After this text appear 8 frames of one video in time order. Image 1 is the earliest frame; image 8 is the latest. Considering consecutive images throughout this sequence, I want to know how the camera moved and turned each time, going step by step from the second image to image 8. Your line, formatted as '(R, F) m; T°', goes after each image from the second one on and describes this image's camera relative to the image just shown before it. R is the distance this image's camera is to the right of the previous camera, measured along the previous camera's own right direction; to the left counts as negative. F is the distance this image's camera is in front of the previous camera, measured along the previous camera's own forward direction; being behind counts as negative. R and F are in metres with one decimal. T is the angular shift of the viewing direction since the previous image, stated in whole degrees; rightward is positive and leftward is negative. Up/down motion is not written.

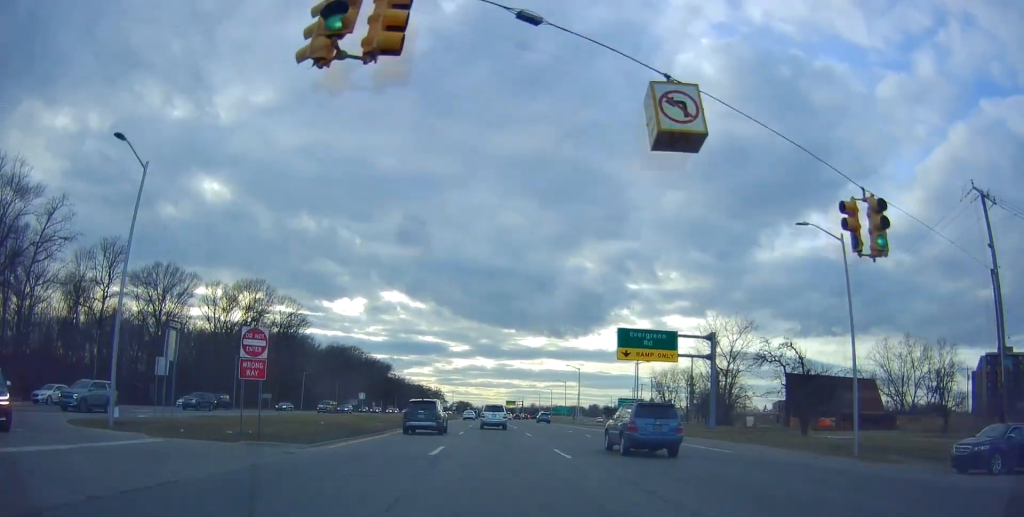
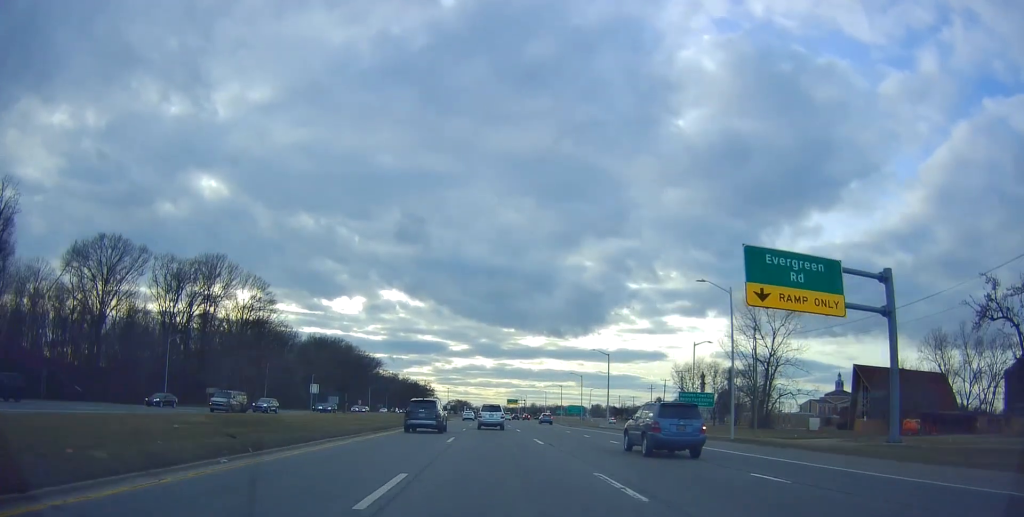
(+0.4, +23.4) m; 0°
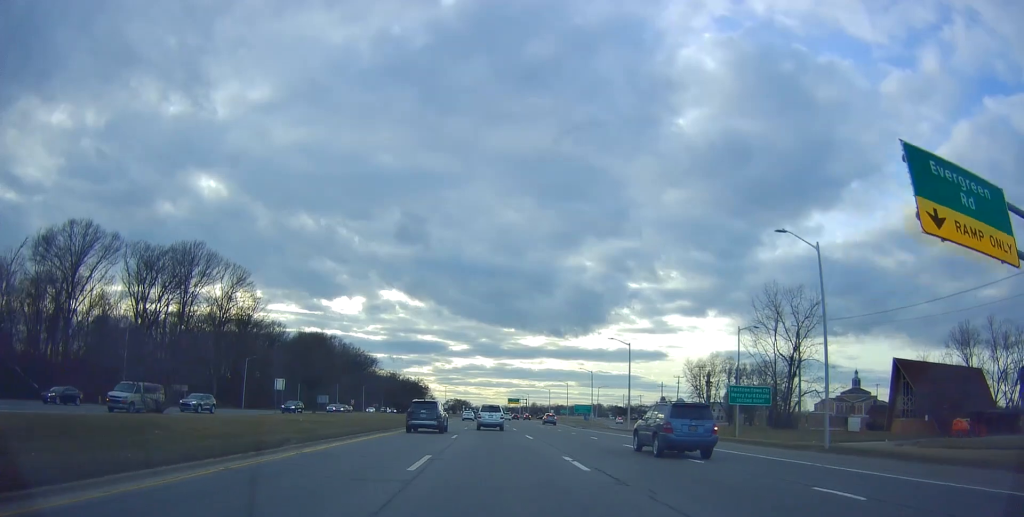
(+0.1, +10.8) m; -1°
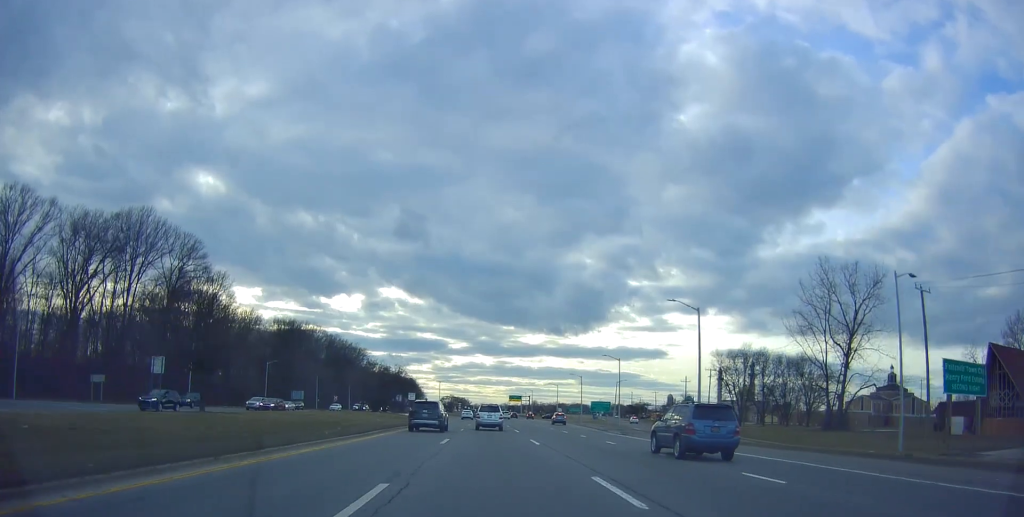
(-0.5, +20.9) m; 0°
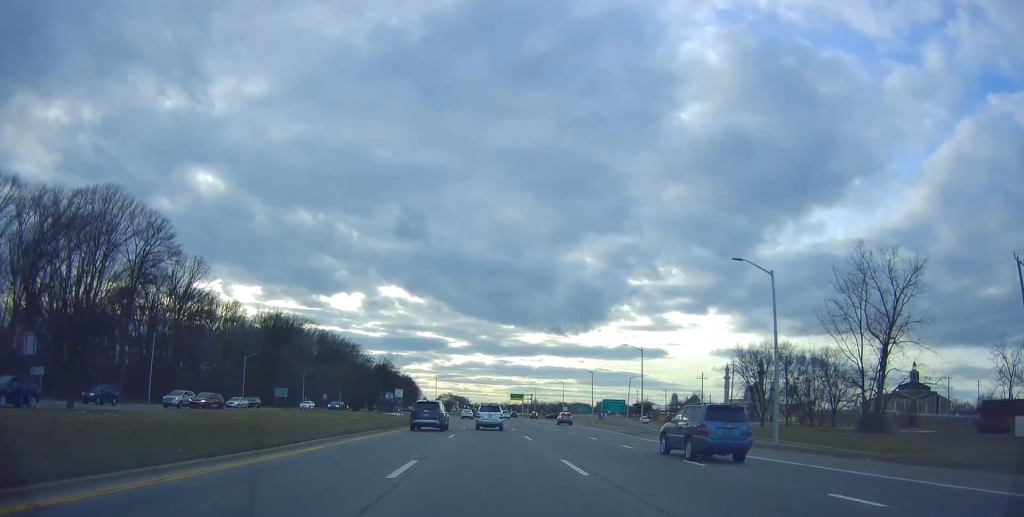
(+0.2, +11.5) m; +1°
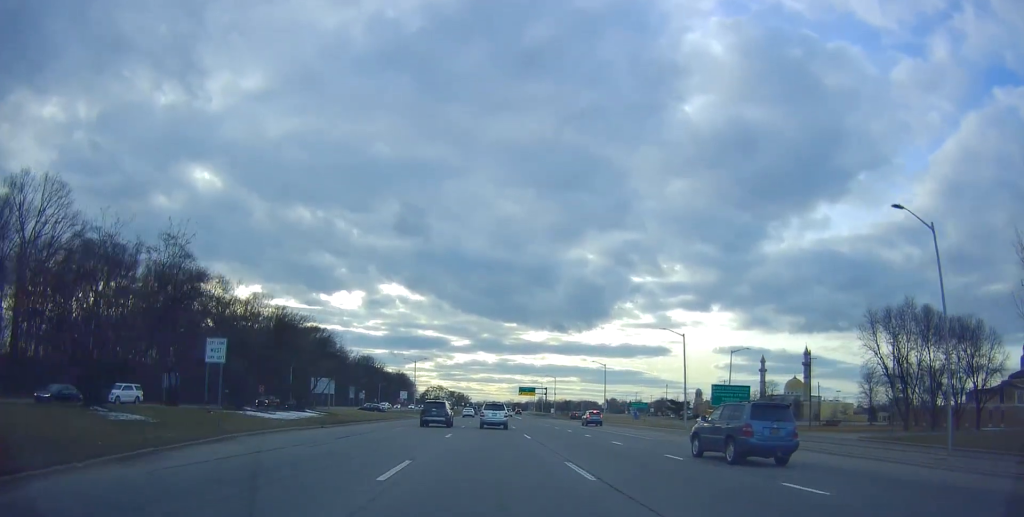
(-0.1, +46.8) m; -2°
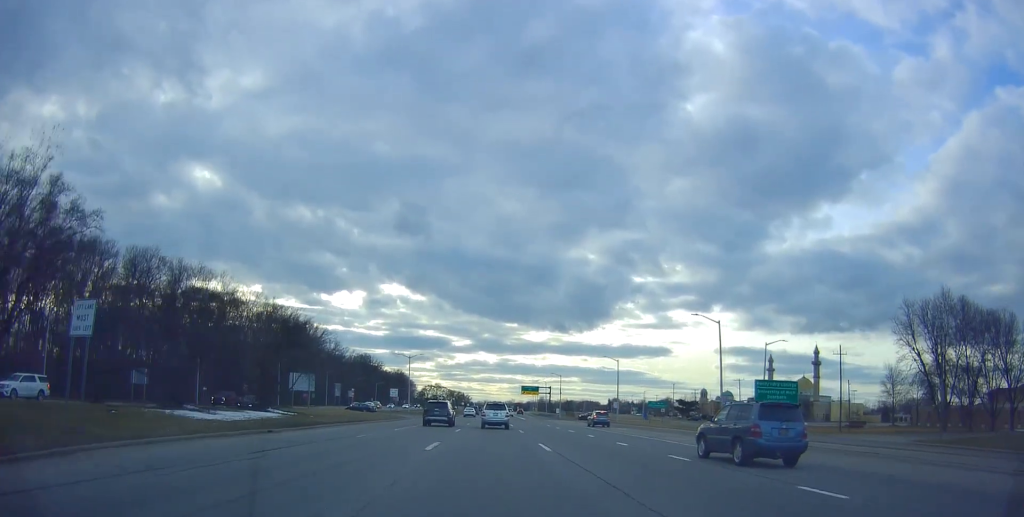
(-0.1, +8.7) m; 0°
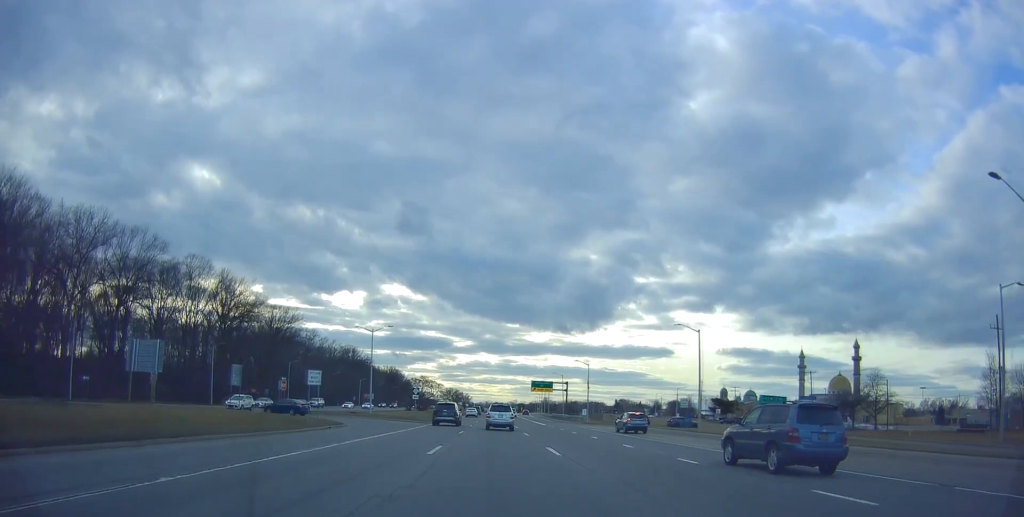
(+0.5, +32.3) m; +2°
